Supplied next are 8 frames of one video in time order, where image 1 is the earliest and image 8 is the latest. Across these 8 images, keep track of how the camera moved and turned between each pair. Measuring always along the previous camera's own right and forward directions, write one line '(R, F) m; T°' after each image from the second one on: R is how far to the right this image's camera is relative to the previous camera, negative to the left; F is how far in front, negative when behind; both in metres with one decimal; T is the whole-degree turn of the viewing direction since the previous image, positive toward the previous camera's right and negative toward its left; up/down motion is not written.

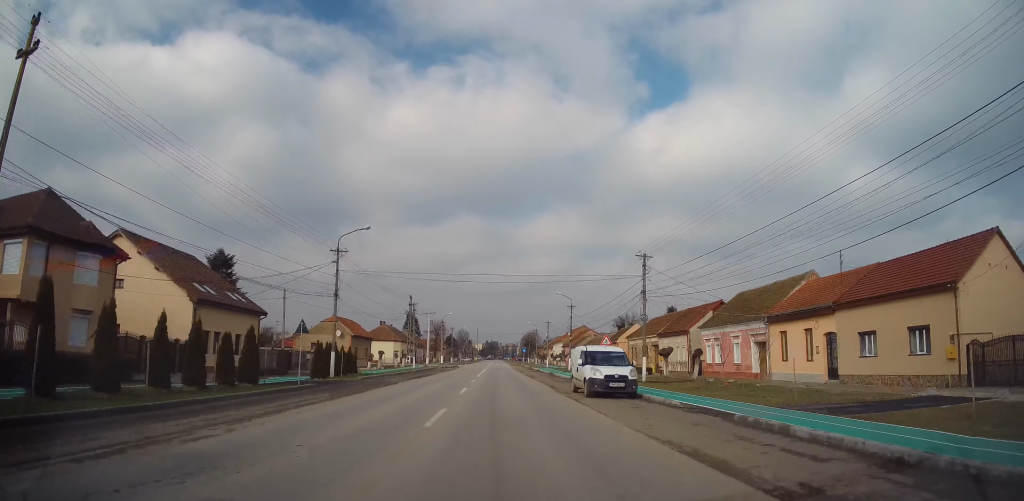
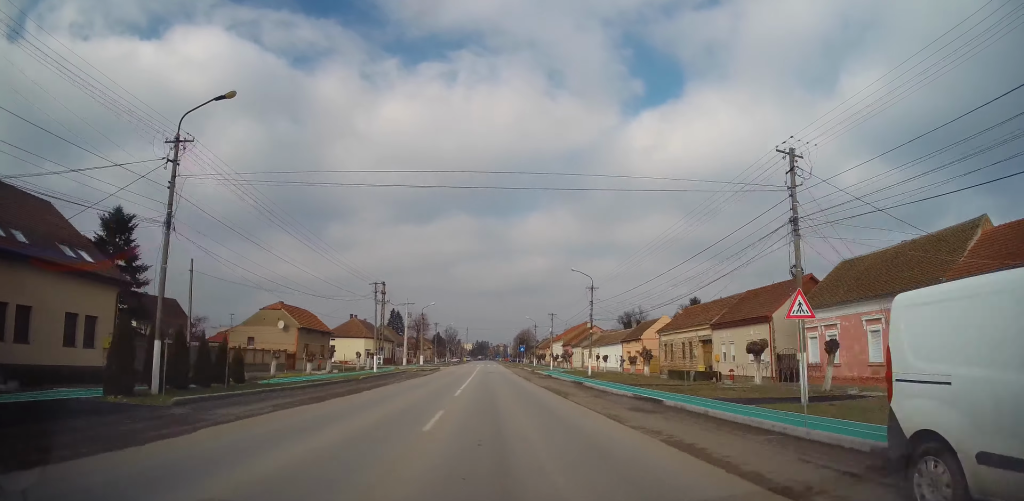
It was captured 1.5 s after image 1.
(-0.1, +17.8) m; +1°
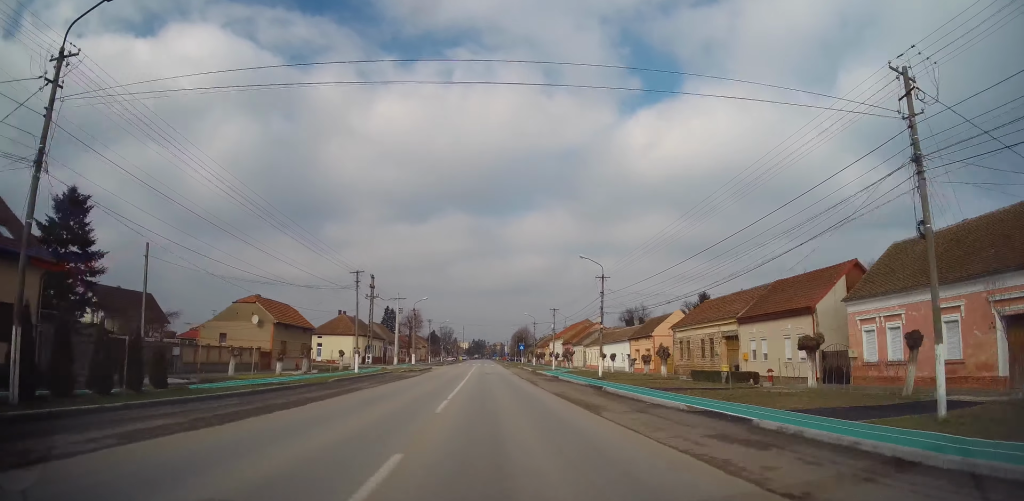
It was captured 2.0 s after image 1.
(+0.1, +5.6) m; +1°
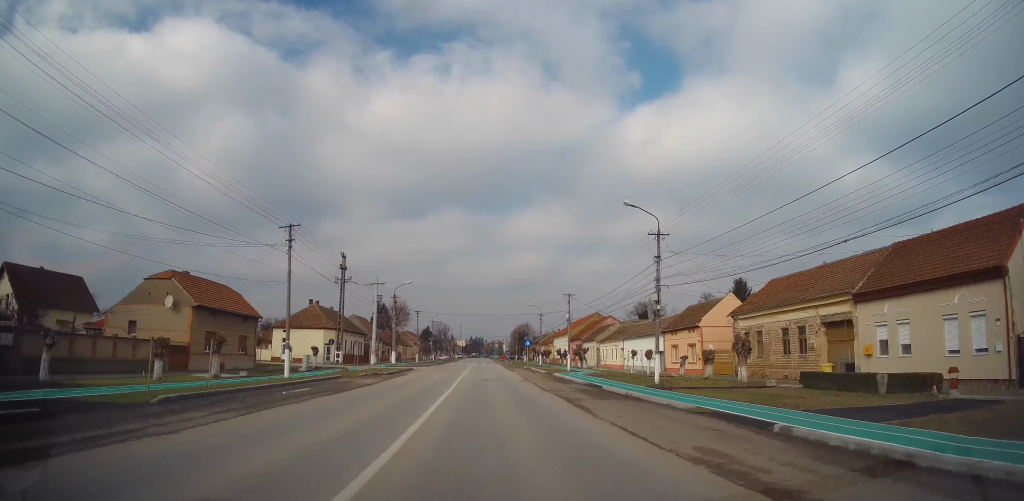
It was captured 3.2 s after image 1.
(0.0, +14.4) m; 0°
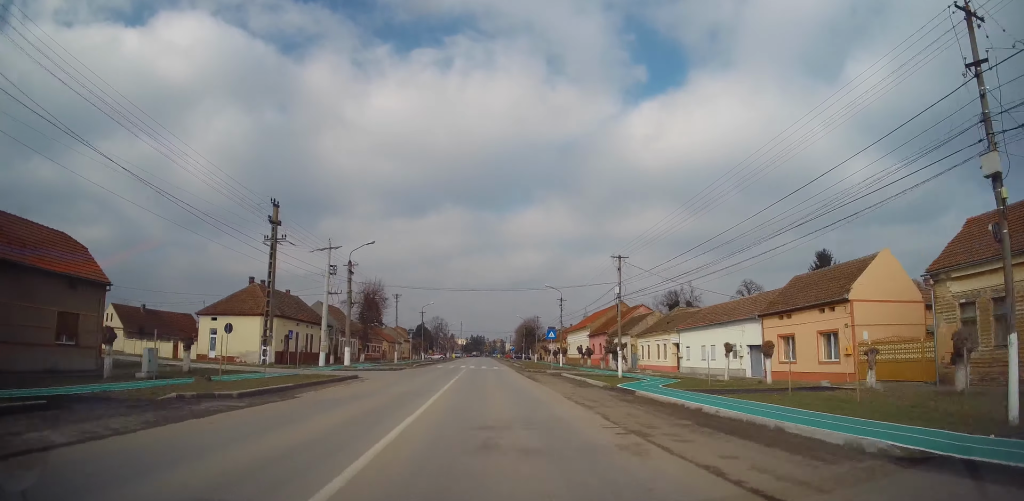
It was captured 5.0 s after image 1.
(0.0, +21.1) m; 0°
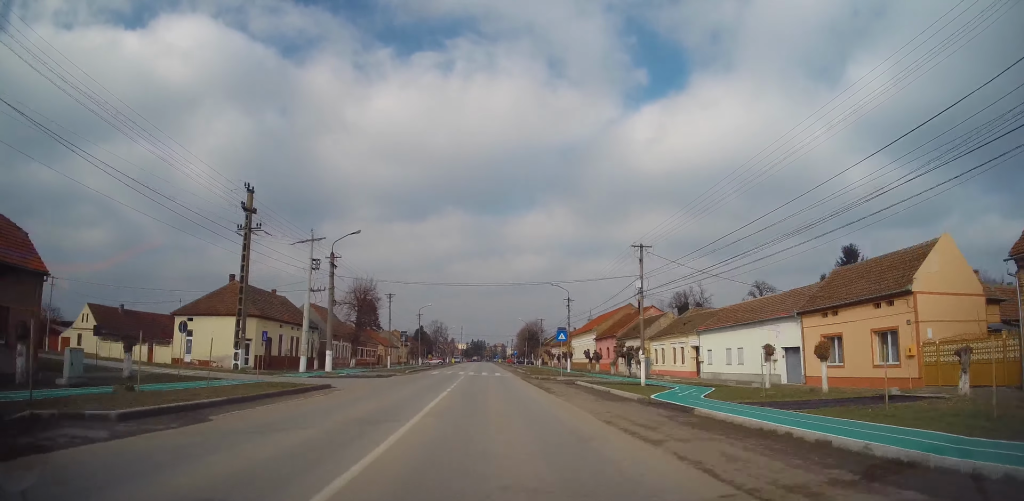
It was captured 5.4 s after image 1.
(0.0, +4.9) m; 0°
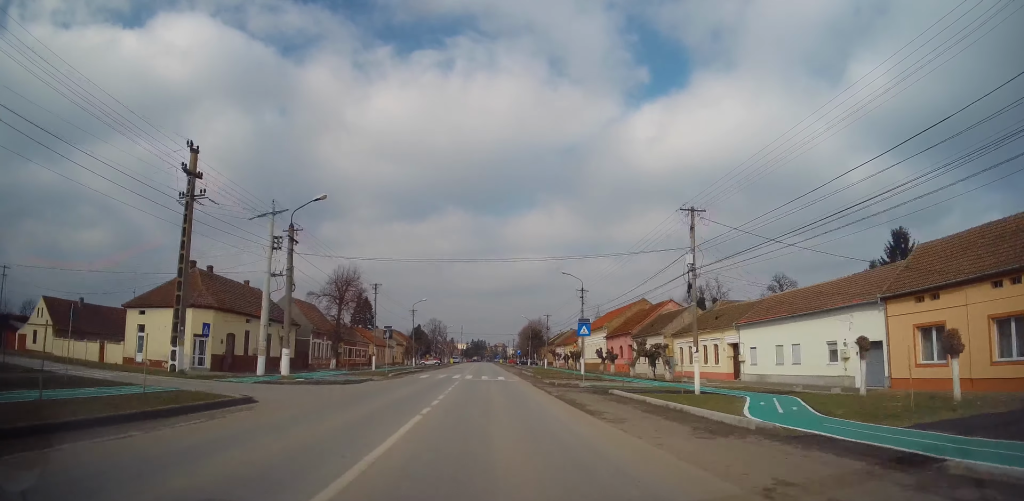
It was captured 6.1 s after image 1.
(0.0, +7.8) m; 0°
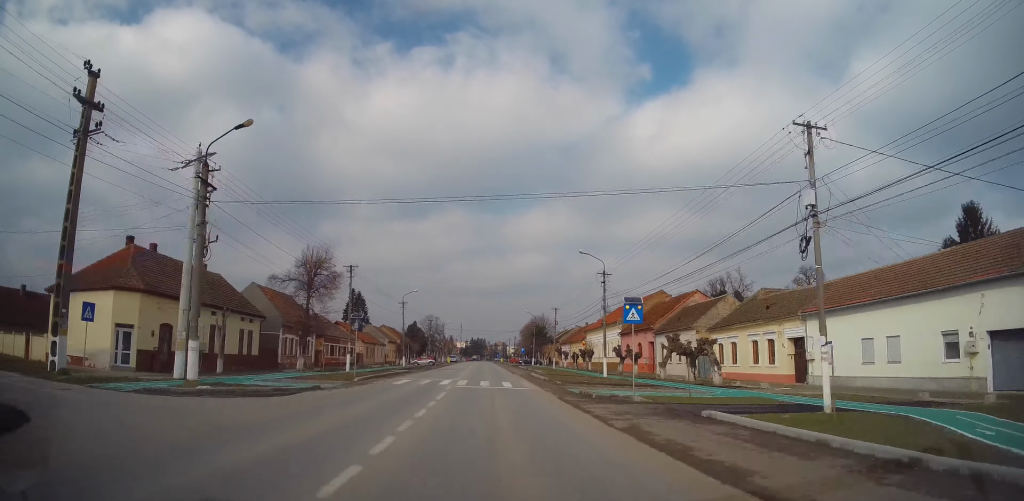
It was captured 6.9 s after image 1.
(-0.1, +9.1) m; +1°
